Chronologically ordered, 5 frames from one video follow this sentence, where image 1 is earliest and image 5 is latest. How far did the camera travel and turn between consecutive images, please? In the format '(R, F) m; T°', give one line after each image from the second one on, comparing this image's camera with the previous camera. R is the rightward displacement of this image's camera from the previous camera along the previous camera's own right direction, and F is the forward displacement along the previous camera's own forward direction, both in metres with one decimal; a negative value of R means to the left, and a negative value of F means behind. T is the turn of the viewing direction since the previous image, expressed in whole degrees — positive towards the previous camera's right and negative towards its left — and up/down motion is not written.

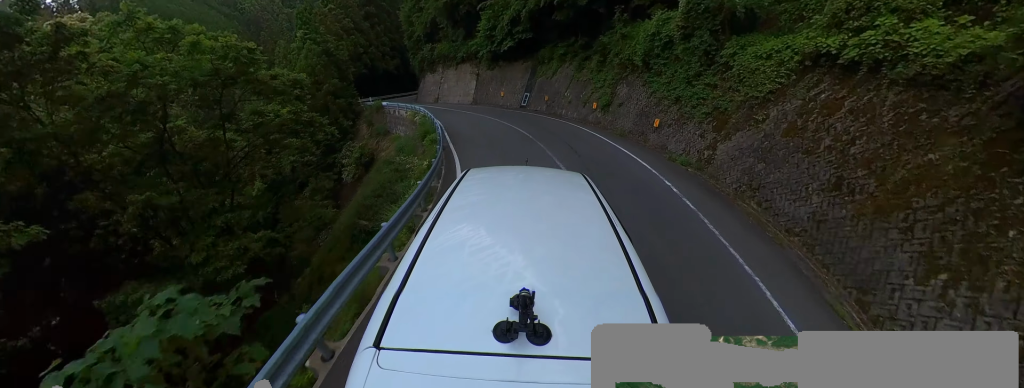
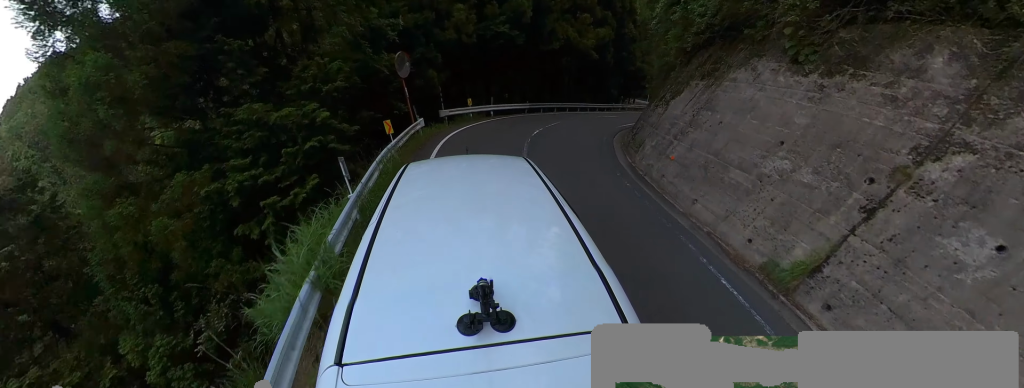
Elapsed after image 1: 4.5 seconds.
(-16.2, +29.9) m; -46°
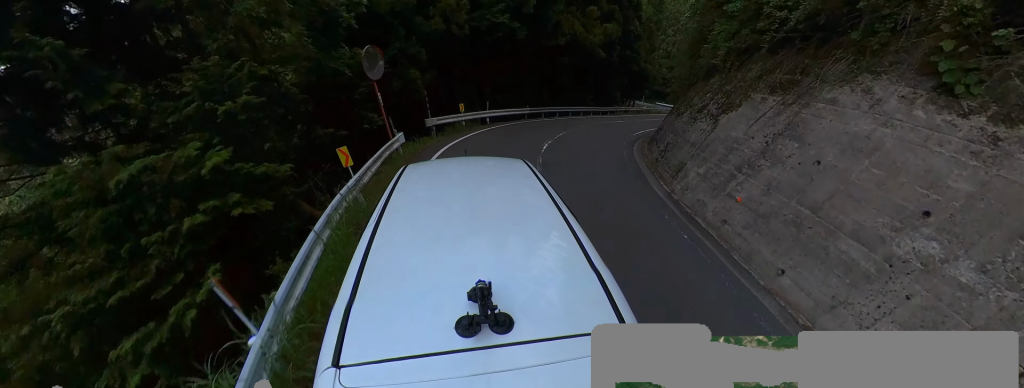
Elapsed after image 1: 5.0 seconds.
(0.0, +3.1) m; -1°
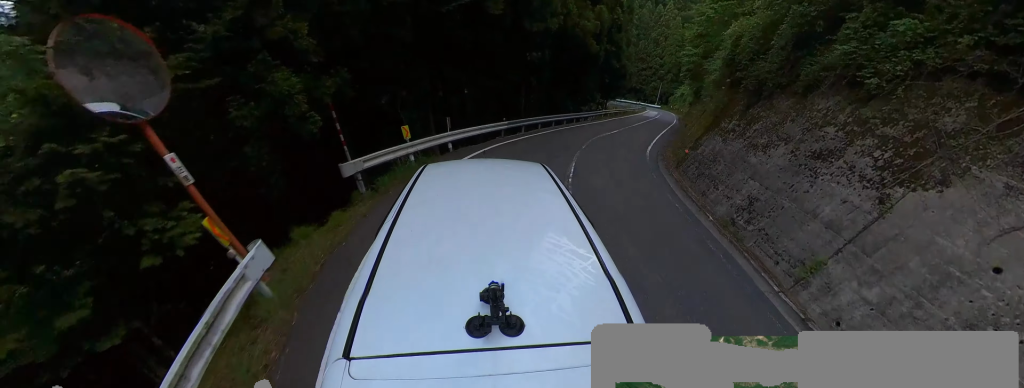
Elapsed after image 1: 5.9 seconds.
(-0.1, +6.3) m; +10°
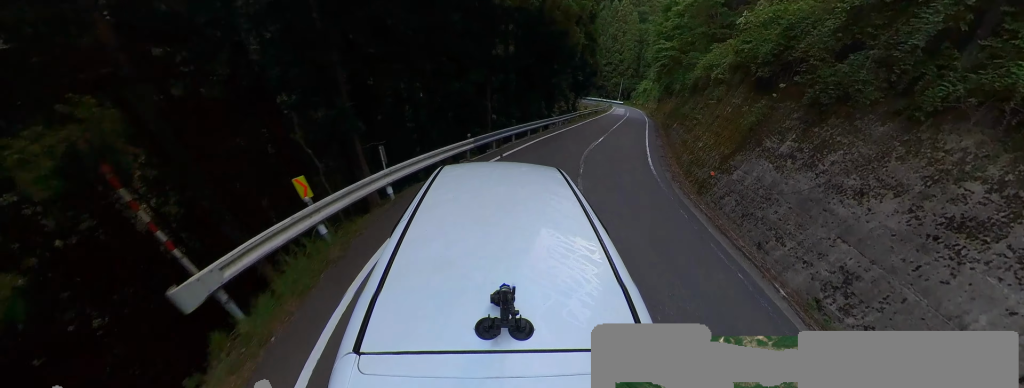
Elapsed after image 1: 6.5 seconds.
(0.0, +4.0) m; +12°
